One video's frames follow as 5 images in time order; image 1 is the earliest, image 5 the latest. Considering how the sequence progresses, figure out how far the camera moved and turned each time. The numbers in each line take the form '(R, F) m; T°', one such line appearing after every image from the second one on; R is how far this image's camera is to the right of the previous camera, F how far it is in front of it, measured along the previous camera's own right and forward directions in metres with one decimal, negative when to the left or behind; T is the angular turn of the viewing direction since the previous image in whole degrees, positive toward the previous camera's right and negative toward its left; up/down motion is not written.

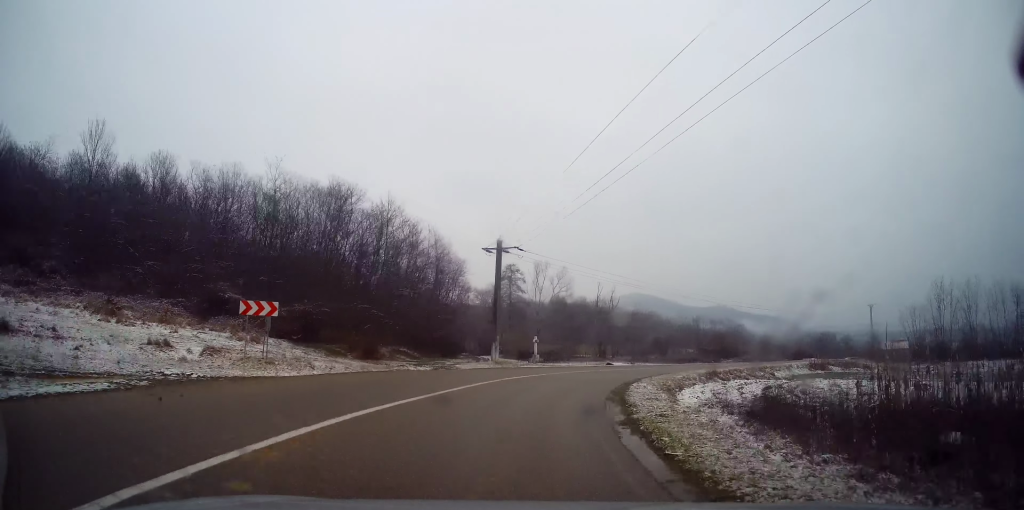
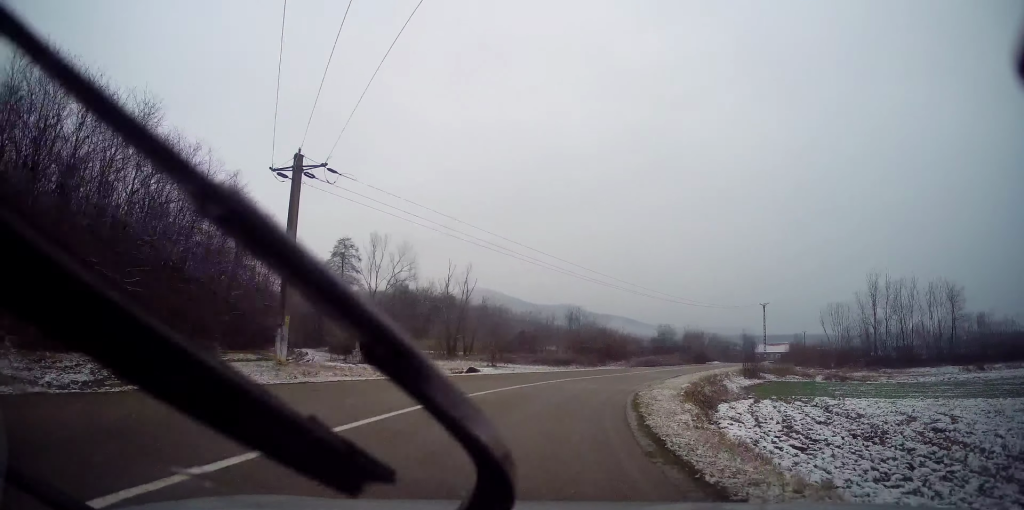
(+2.3, +18.3) m; +16°
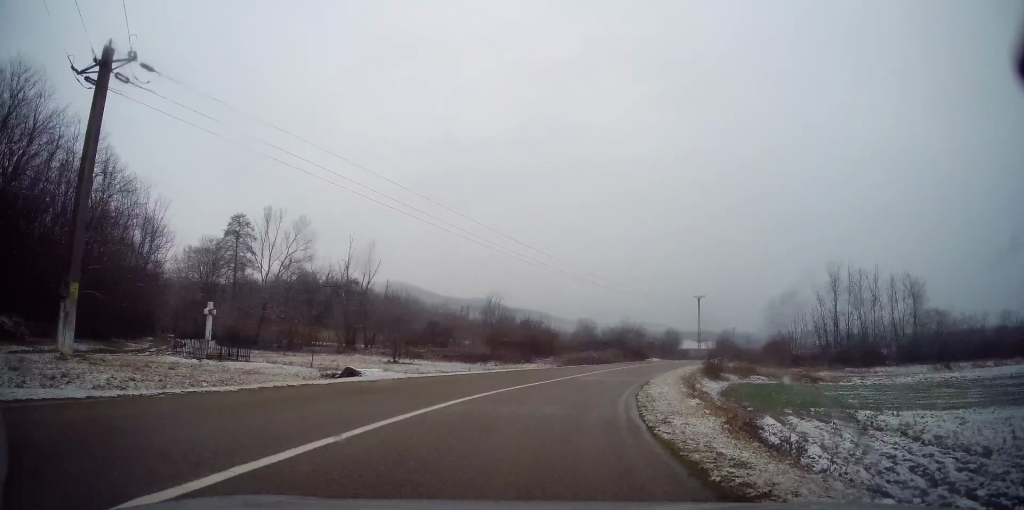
(+1.1, +9.5) m; +8°
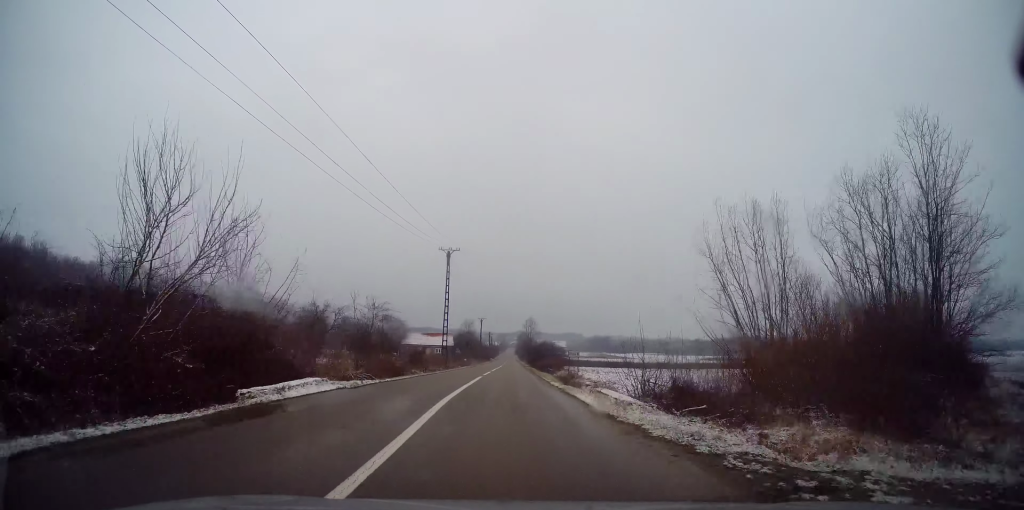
(+14.5, +46.3) m; +27°
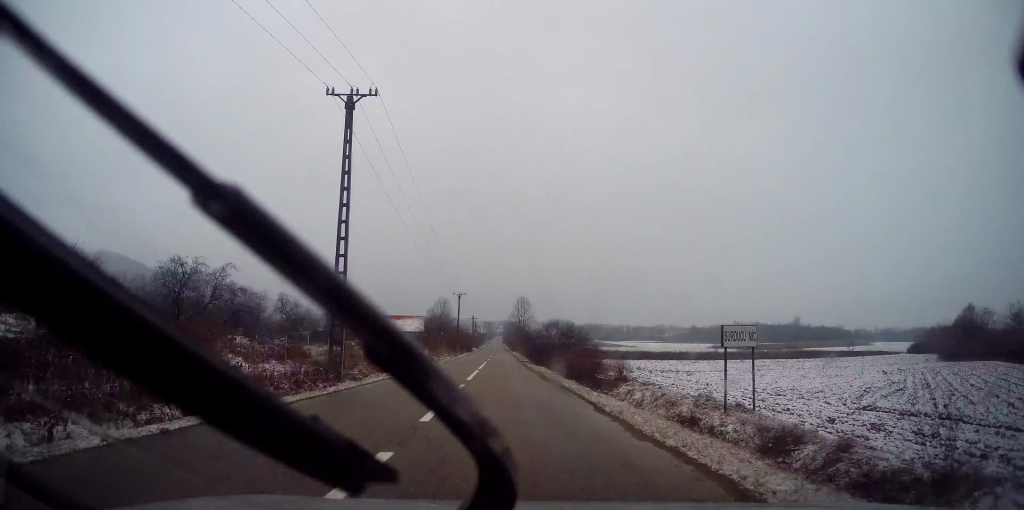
(+1.6, +33.9) m; +4°
